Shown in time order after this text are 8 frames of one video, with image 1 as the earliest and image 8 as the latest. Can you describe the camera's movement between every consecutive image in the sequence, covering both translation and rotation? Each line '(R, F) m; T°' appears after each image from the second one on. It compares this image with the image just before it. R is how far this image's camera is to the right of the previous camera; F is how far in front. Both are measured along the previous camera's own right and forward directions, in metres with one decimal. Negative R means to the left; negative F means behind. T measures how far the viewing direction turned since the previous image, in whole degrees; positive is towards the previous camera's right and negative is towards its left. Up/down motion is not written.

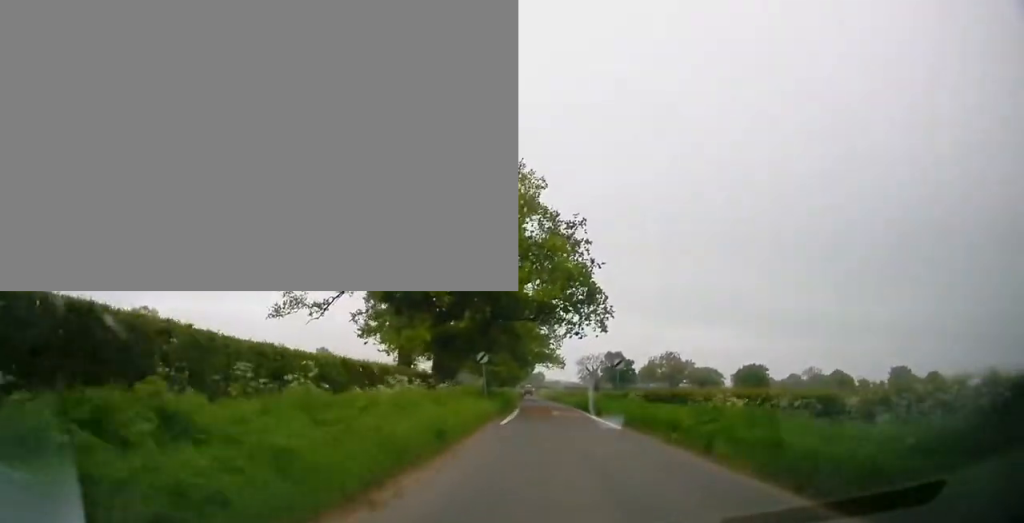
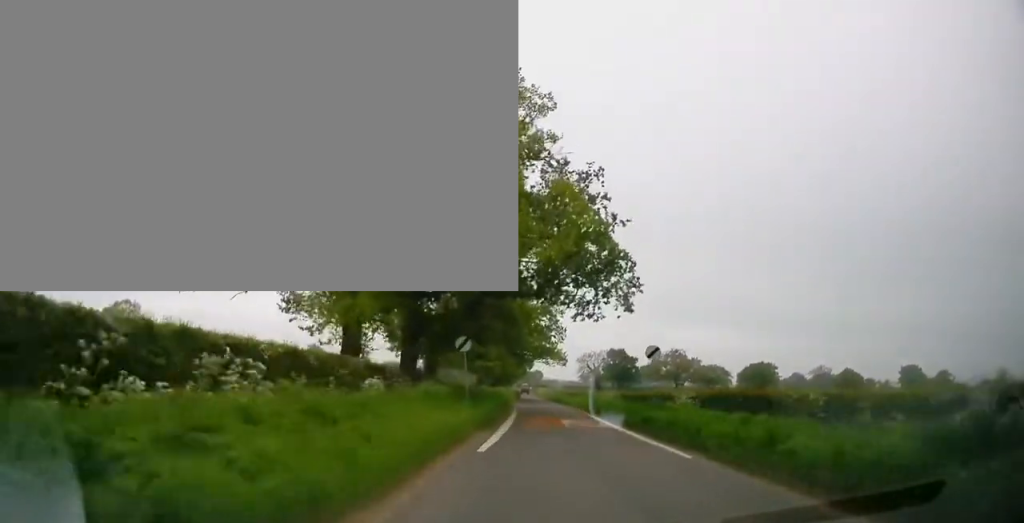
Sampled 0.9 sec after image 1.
(0.0, +9.3) m; +1°
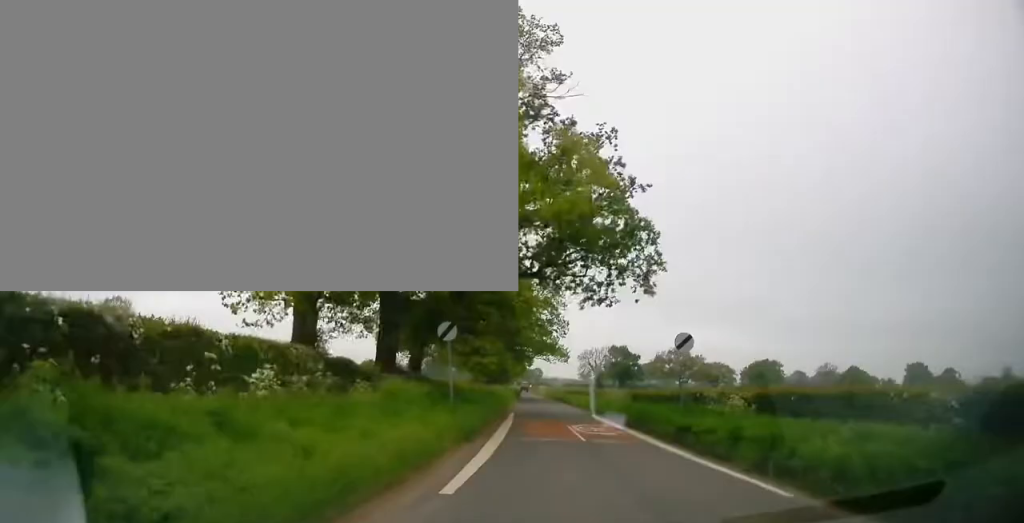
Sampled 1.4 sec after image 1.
(+0.1, +4.7) m; +1°
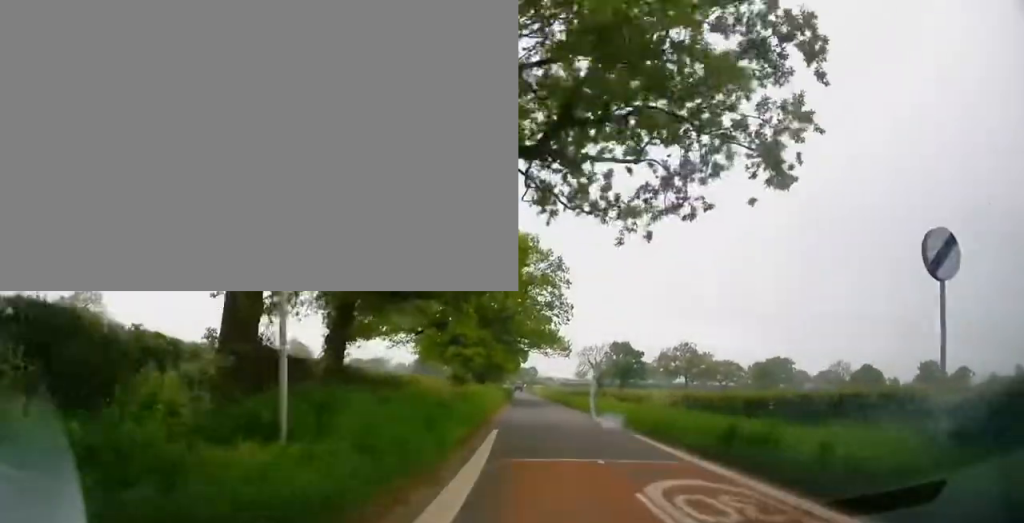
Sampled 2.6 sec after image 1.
(+0.1, +12.5) m; +1°
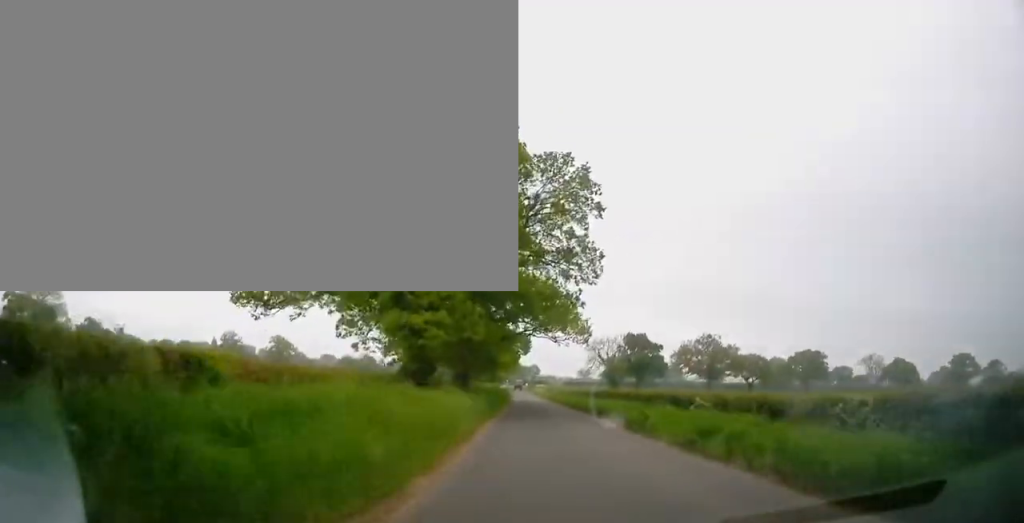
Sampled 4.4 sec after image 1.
(+0.7, +19.1) m; +1°
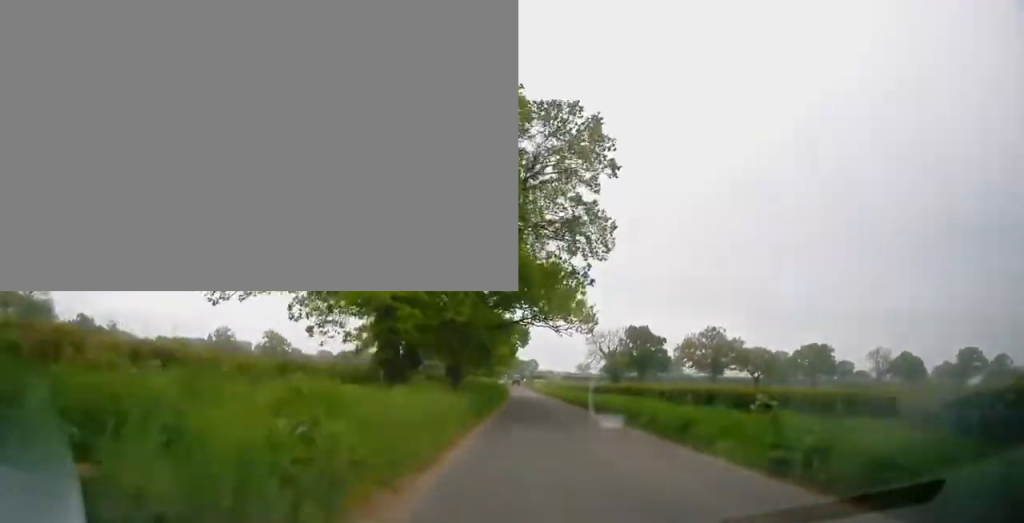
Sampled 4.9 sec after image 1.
(-0.2, +5.3) m; -1°
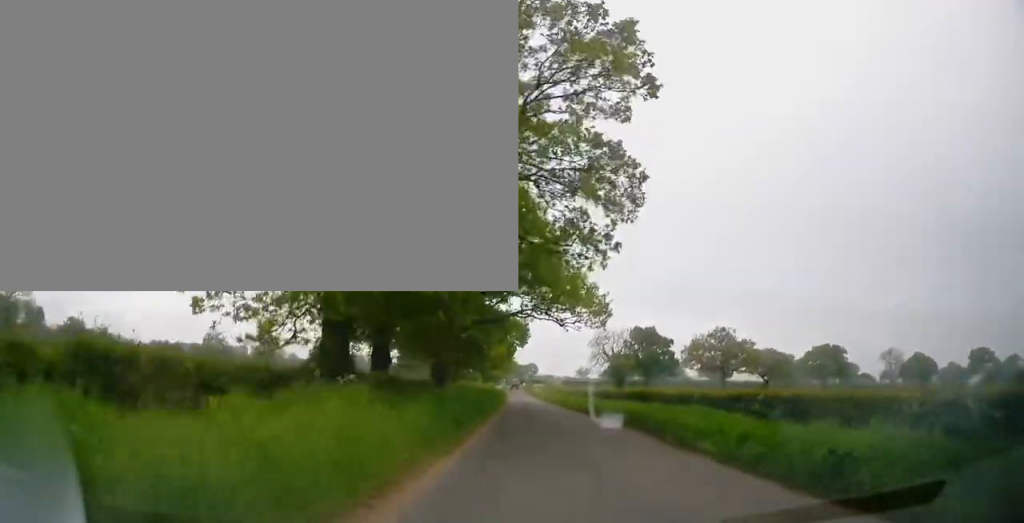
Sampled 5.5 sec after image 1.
(-0.3, +6.5) m; -1°
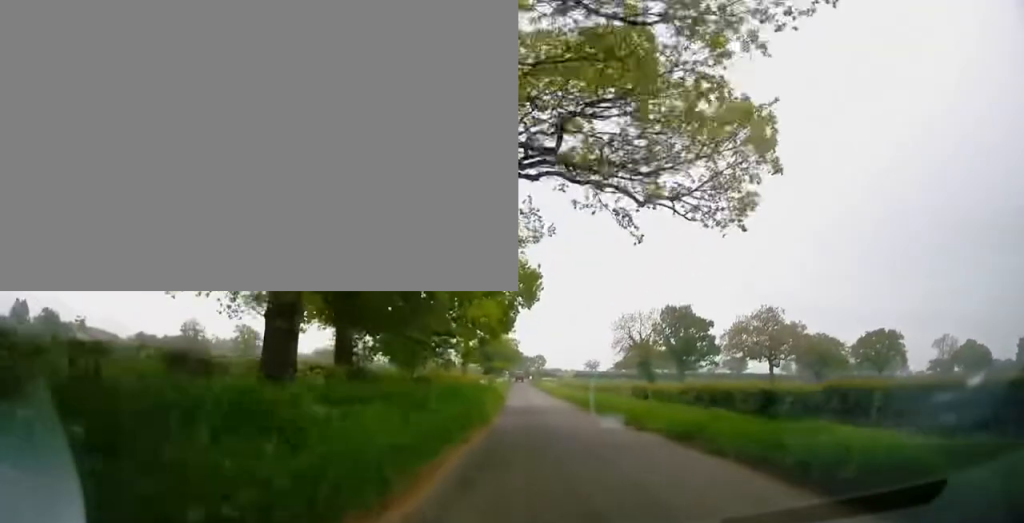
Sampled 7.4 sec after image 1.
(0.0, +23.4) m; -2°
